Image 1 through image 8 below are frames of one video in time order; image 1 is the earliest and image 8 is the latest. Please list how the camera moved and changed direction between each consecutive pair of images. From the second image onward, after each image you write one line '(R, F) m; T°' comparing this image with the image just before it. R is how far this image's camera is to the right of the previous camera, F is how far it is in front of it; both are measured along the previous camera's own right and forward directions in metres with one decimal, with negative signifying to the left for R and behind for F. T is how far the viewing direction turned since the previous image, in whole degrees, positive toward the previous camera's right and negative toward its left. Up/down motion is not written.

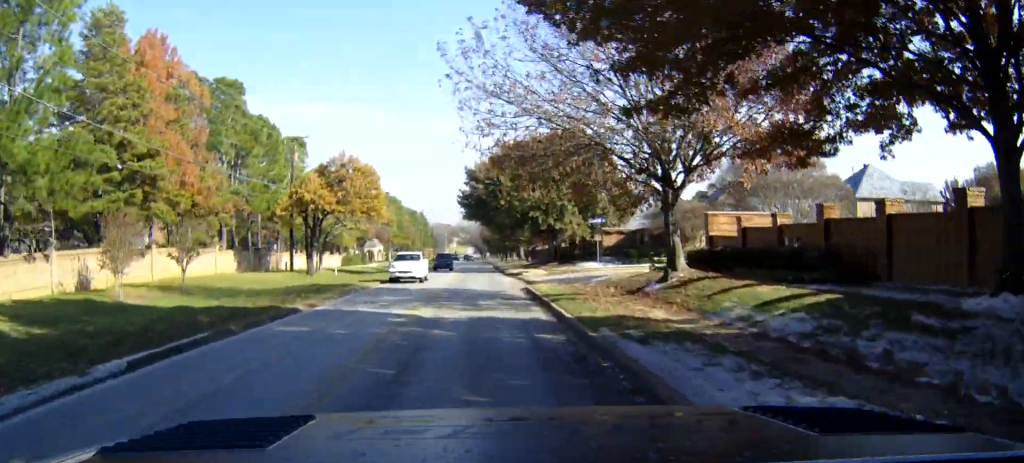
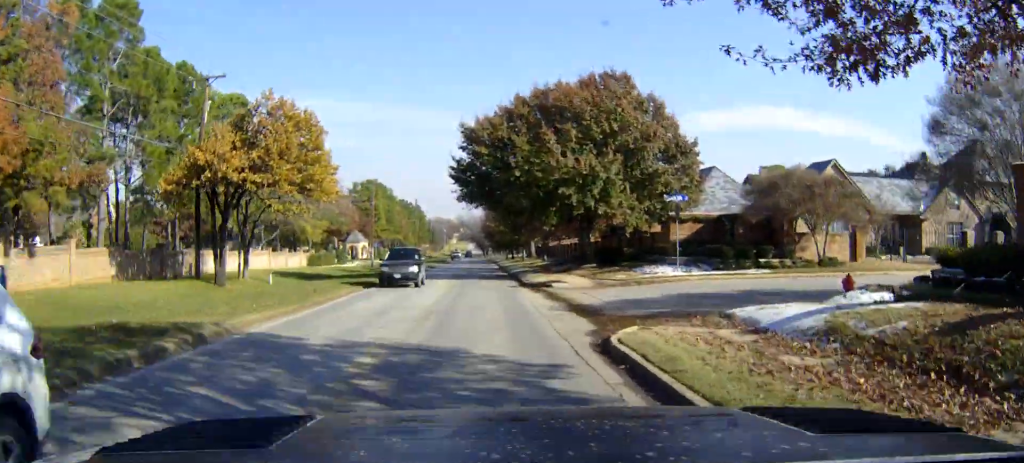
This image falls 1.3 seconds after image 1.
(0.0, +21.2) m; 0°
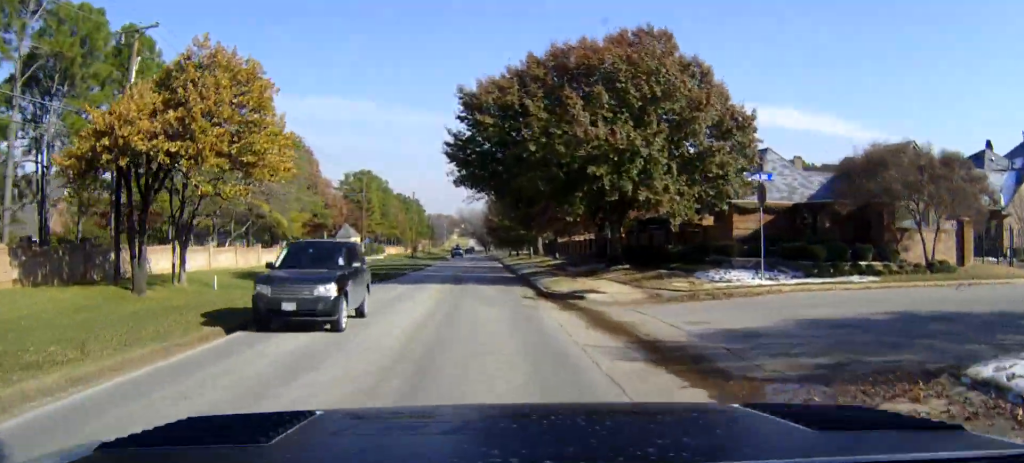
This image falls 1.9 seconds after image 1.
(0.0, +10.1) m; 0°
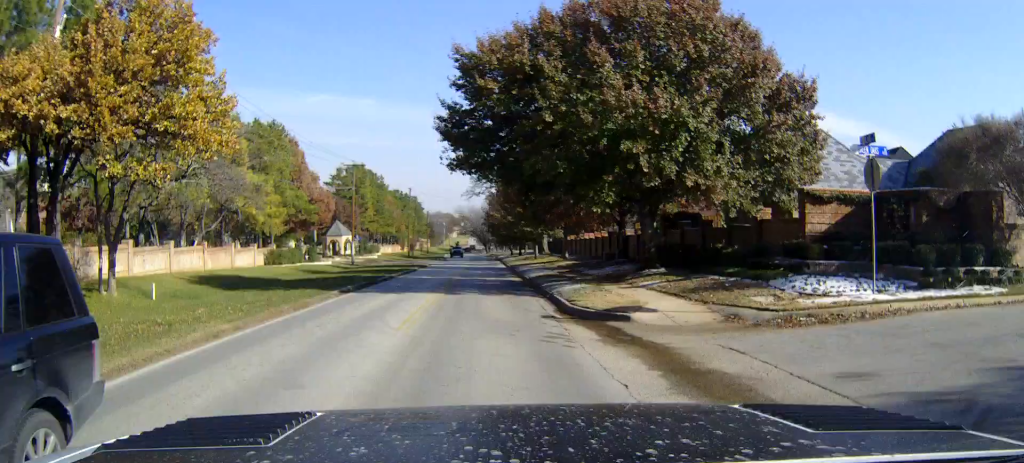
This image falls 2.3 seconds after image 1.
(0.0, +7.4) m; 0°
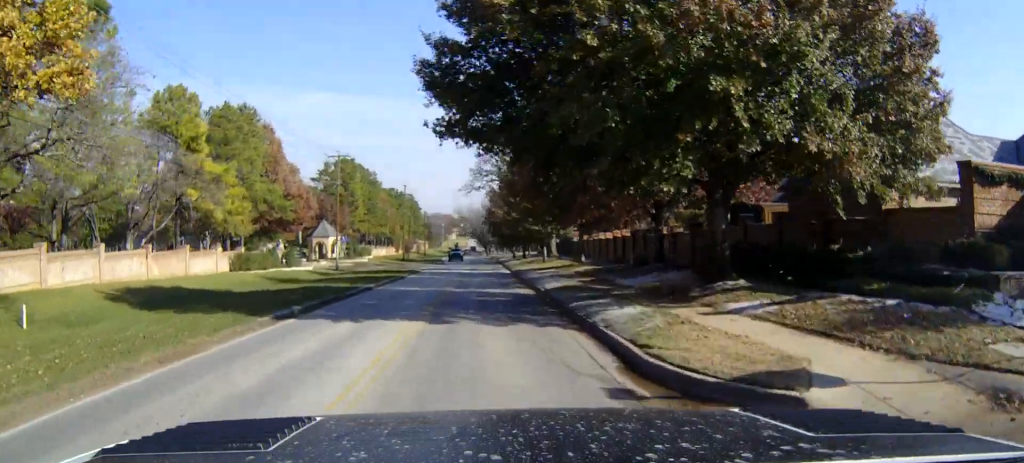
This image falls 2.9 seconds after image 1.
(0.0, +9.8) m; 0°
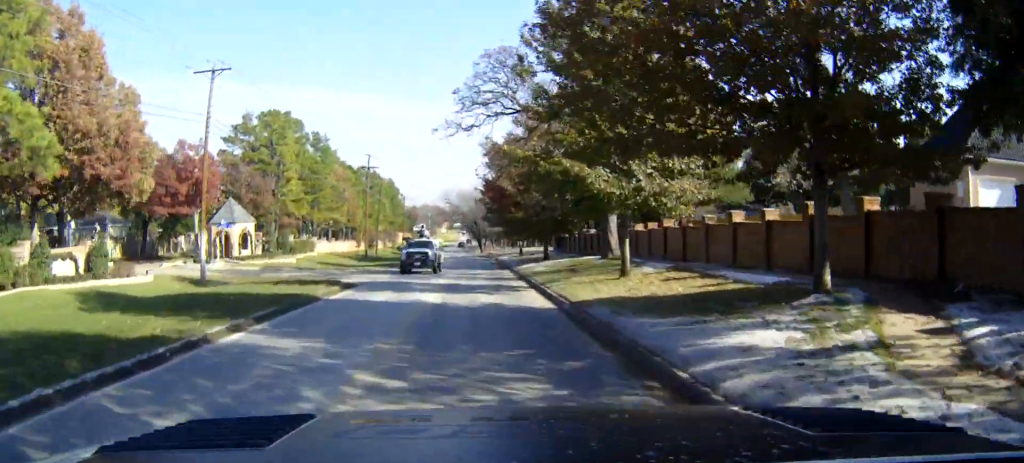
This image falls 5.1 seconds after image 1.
(-0.3, +38.8) m; 0°
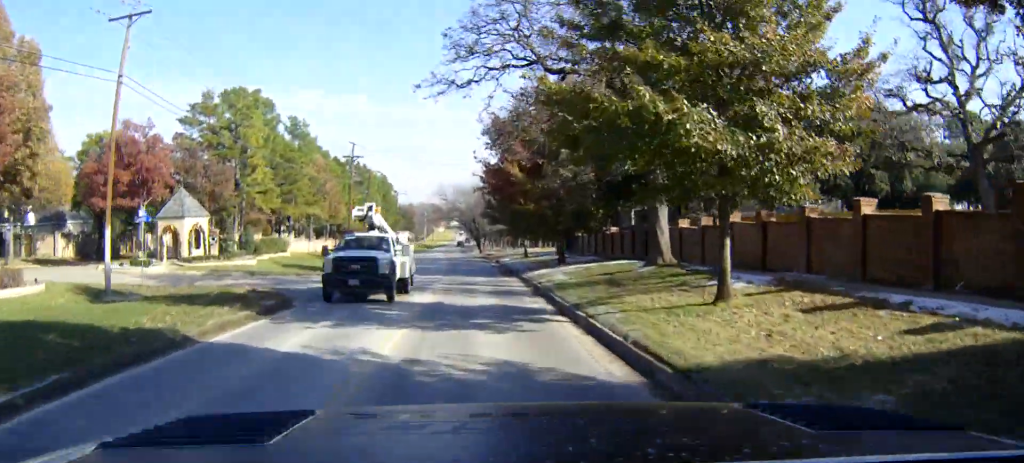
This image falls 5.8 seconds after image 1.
(0.0, +11.9) m; 0°
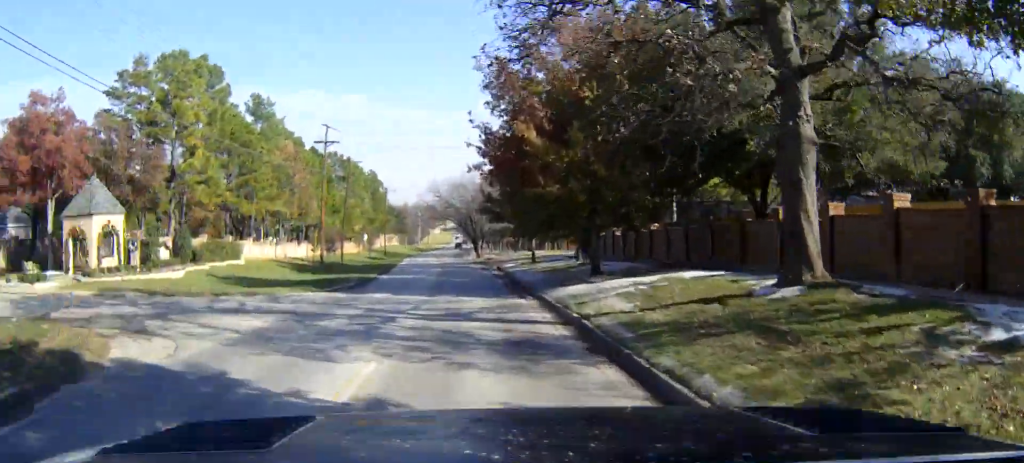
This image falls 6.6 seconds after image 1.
(0.0, +14.4) m; 0°
